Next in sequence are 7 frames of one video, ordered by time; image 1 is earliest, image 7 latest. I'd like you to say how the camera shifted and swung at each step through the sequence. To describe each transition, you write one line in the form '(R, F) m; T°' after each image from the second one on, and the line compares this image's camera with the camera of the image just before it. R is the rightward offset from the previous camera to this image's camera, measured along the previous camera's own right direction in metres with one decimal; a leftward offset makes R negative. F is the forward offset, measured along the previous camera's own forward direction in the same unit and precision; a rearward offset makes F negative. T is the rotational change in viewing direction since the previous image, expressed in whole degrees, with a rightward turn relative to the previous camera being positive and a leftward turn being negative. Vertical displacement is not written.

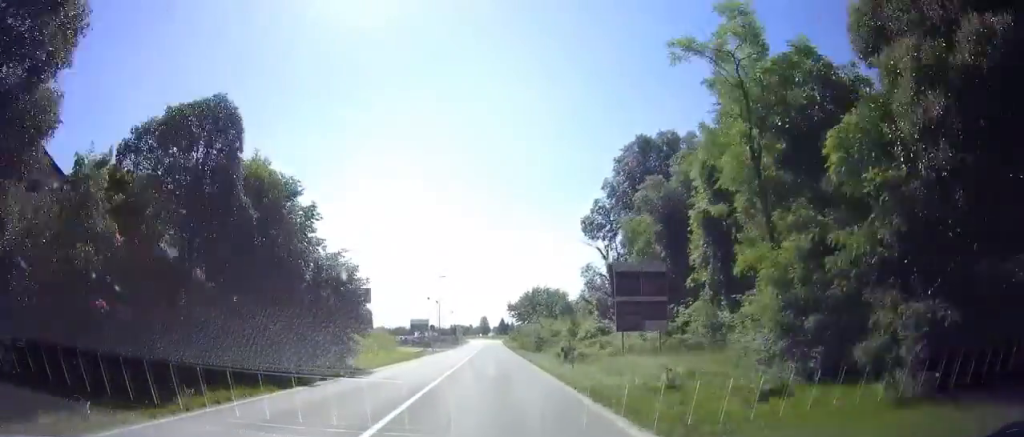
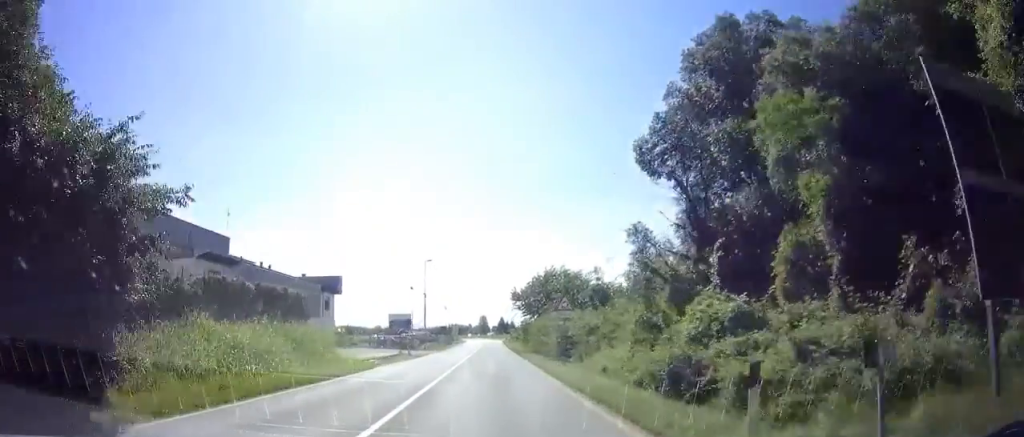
(-0.1, +15.4) m; -1°
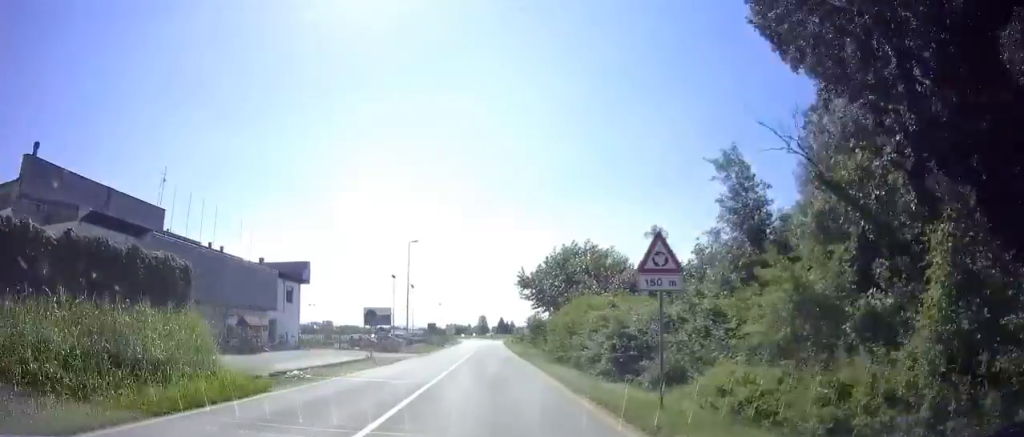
(-0.1, +11.9) m; -1°
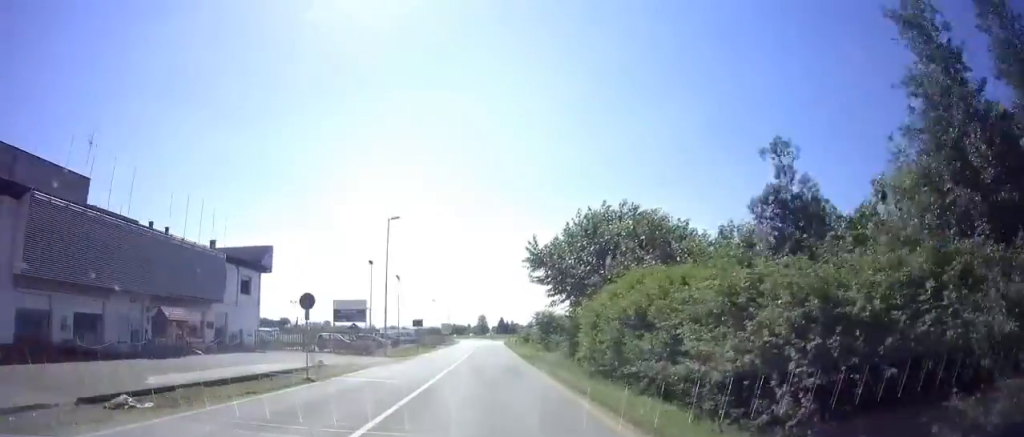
(-0.1, +9.7) m; +1°
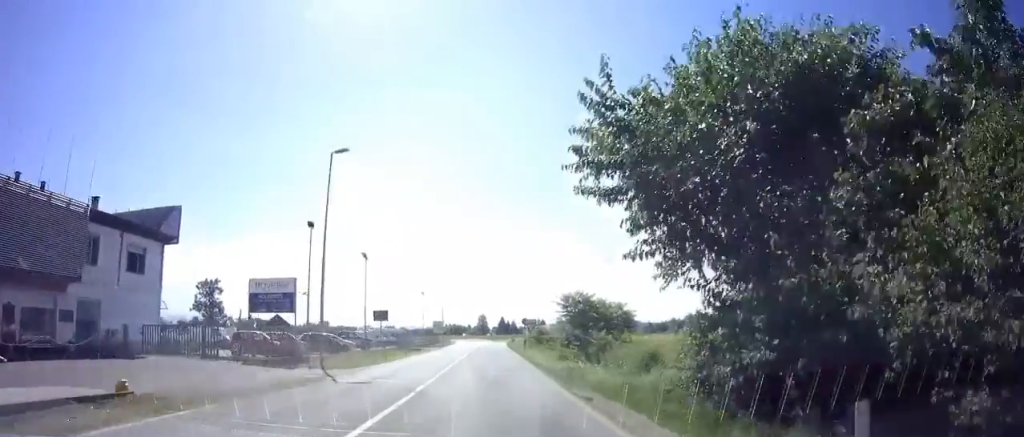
(+0.1, +15.3) m; +1°
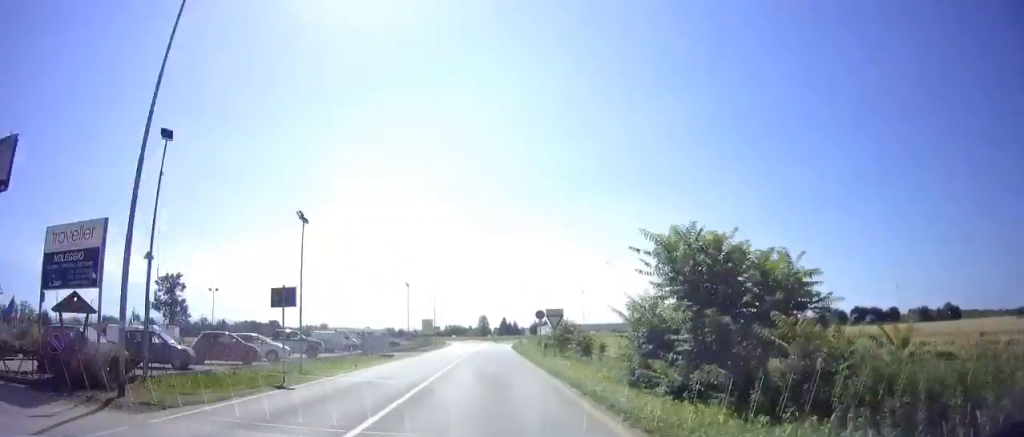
(+0.1, +14.1) m; 0°
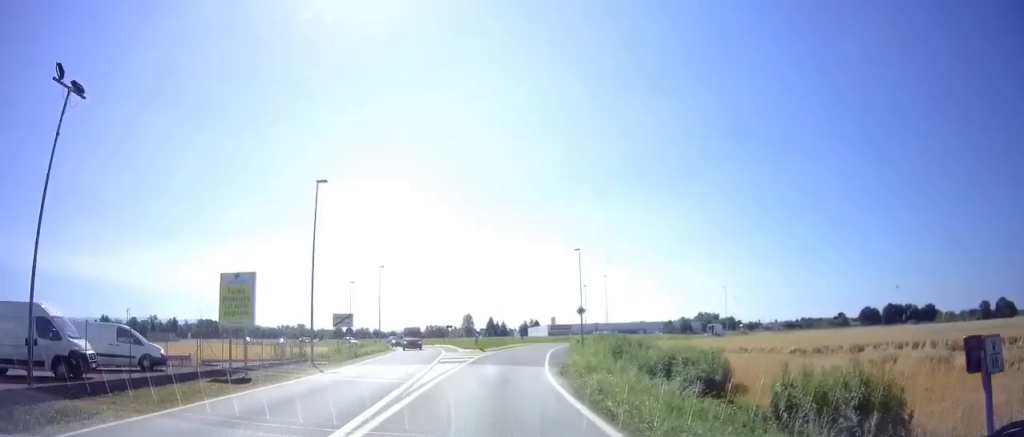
(-0.3, +53.2) m; +1°
